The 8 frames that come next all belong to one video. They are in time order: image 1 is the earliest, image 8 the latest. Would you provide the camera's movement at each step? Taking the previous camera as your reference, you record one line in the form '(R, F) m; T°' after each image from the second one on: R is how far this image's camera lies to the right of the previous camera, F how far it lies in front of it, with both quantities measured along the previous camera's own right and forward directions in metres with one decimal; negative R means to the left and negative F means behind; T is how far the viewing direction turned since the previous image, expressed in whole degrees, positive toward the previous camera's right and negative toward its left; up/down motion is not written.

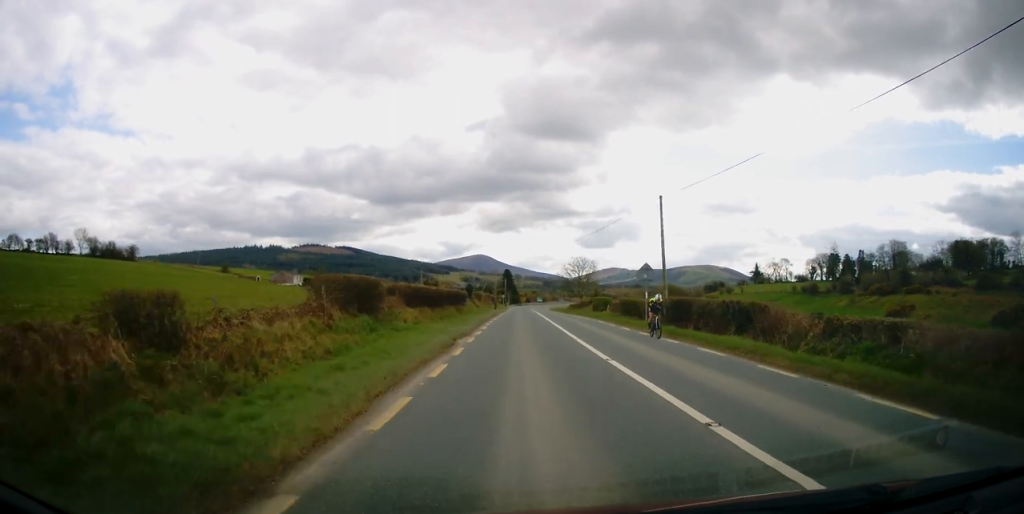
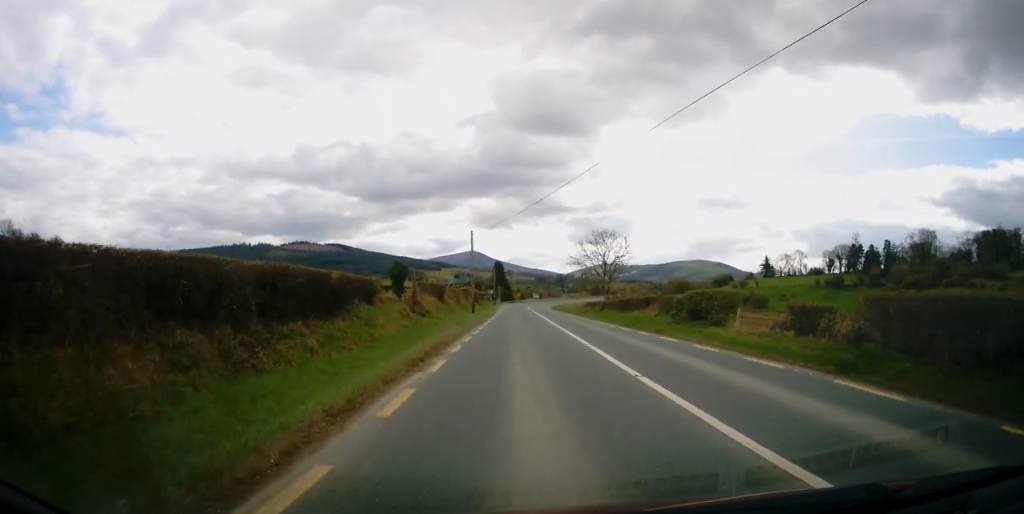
(+0.2, +35.7) m; +1°
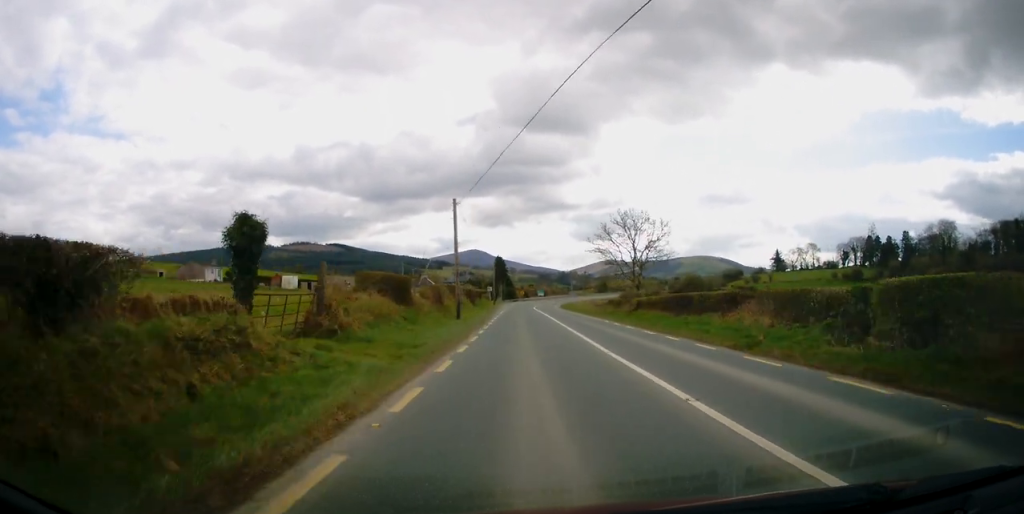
(+0.2, +15.8) m; 0°
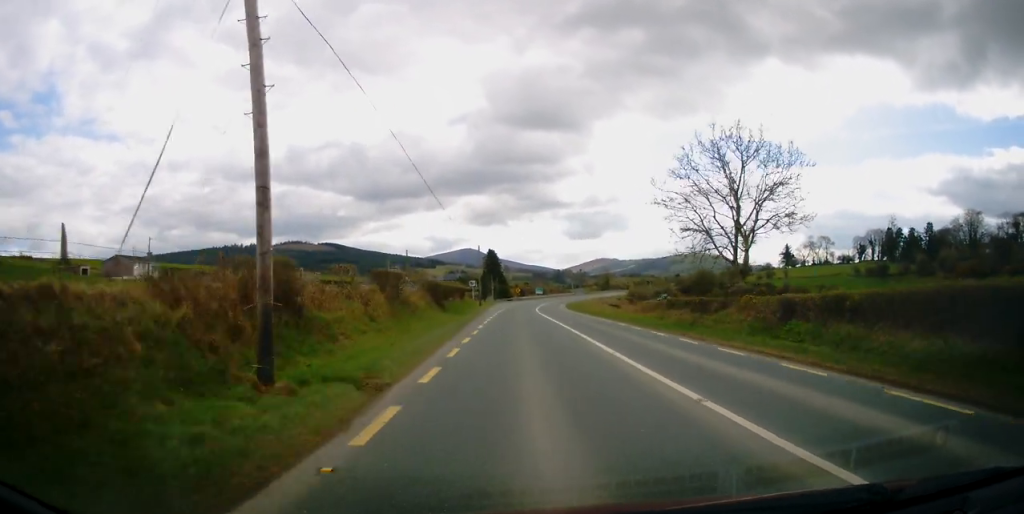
(-0.3, +25.4) m; 0°
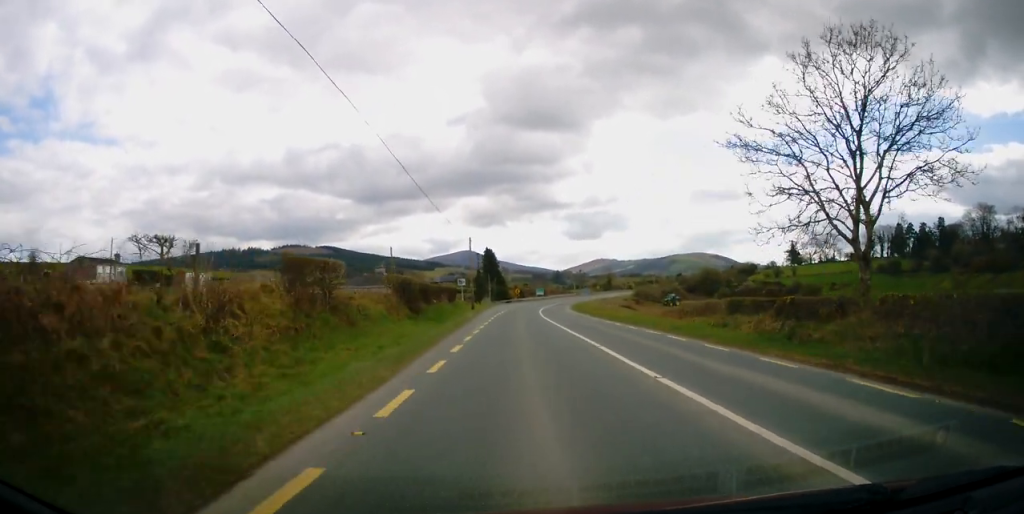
(+0.2, +10.7) m; 0°
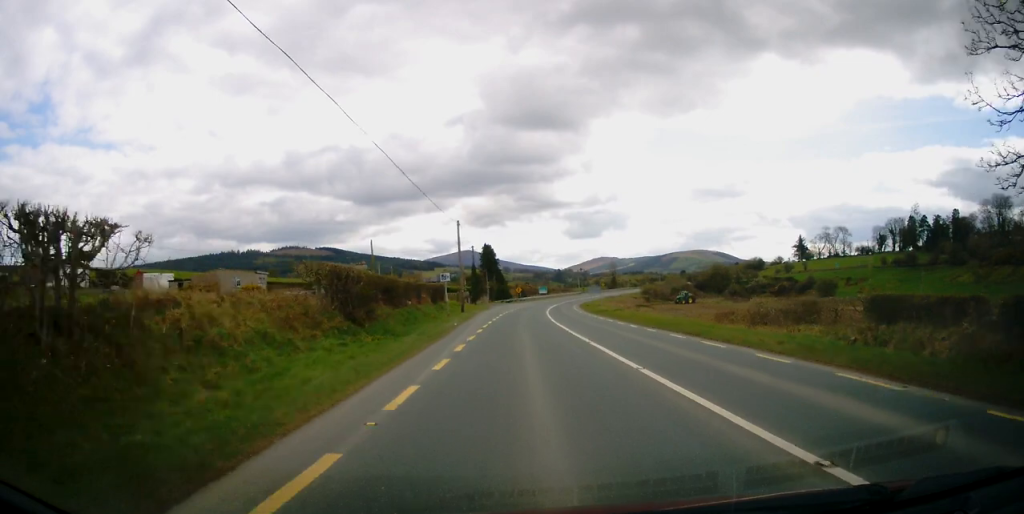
(+0.2, +11.5) m; 0°
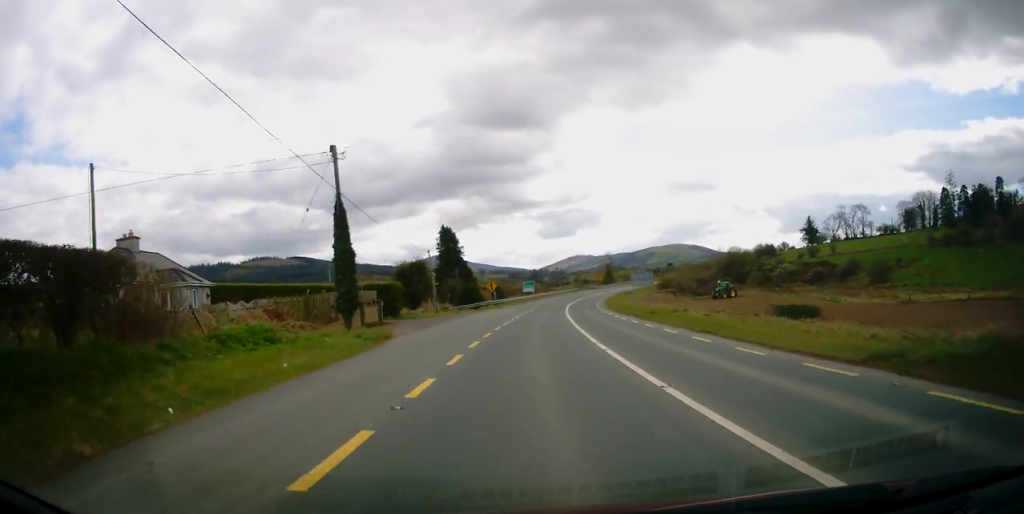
(+0.2, +47.0) m; +2°
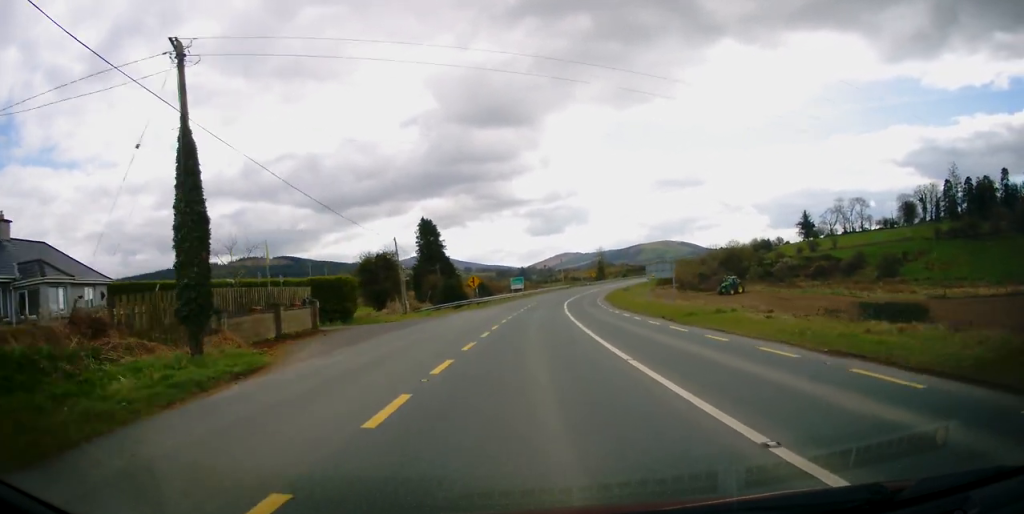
(+0.1, +10.2) m; +1°
